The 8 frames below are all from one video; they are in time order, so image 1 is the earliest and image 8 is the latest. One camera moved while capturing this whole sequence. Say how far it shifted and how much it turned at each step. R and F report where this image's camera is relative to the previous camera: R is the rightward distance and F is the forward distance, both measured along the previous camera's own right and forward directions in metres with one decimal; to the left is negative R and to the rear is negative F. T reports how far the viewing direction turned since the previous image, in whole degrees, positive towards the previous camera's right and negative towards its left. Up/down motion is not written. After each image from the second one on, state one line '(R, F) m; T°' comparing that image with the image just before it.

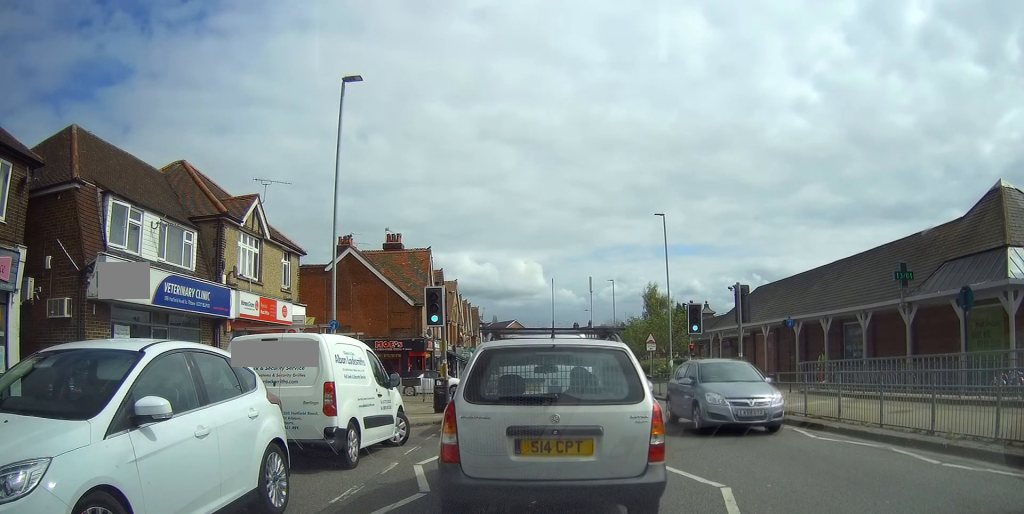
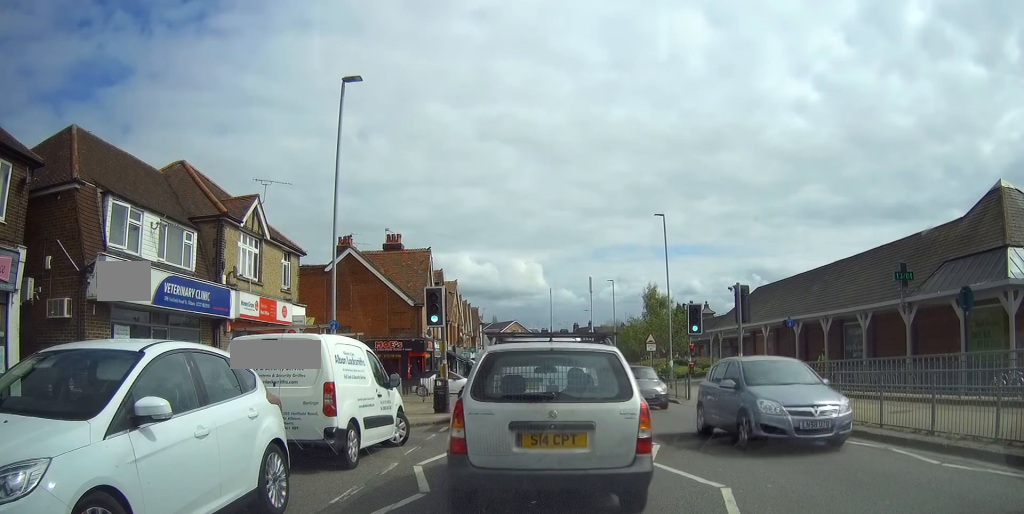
(0.0, 0.0) m; 0°
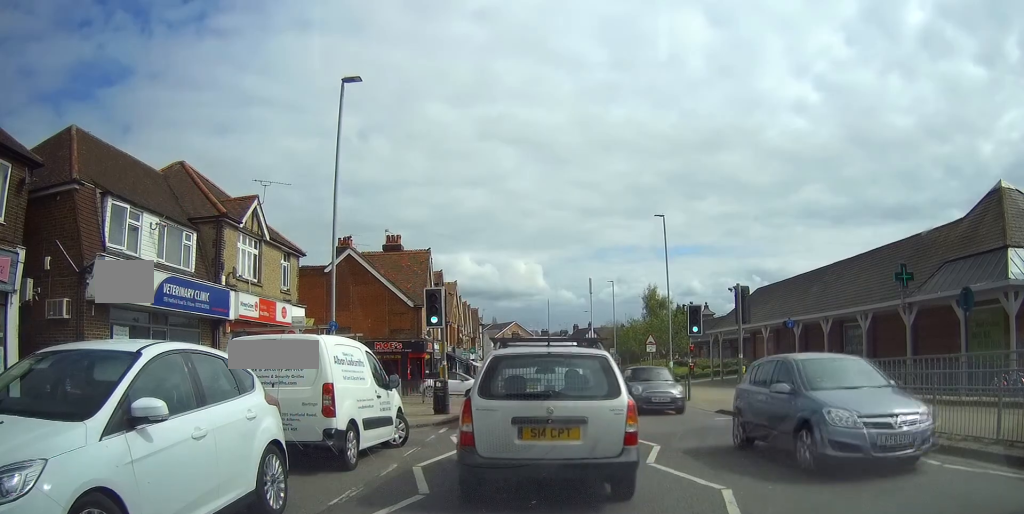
(0.0, 0.0) m; 0°
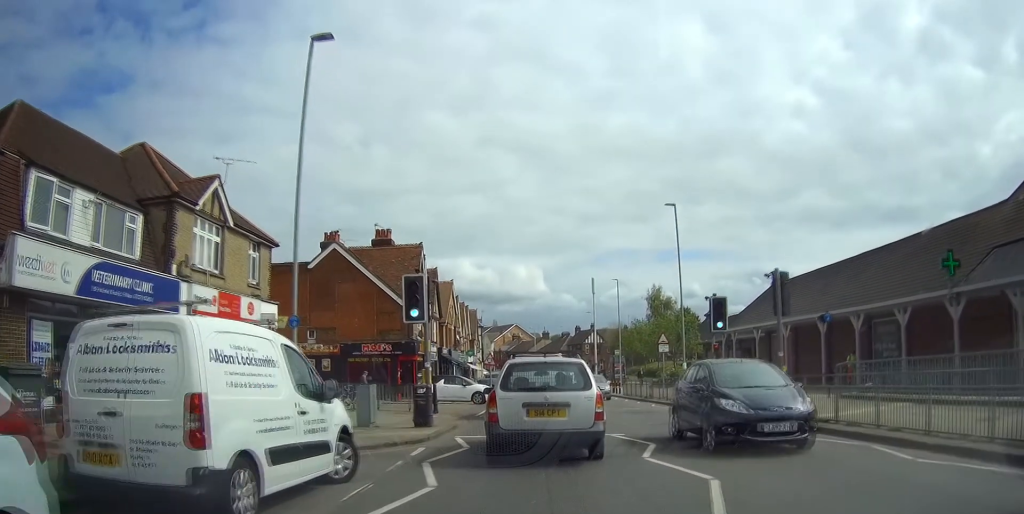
(+0.1, +1.6) m; +5°
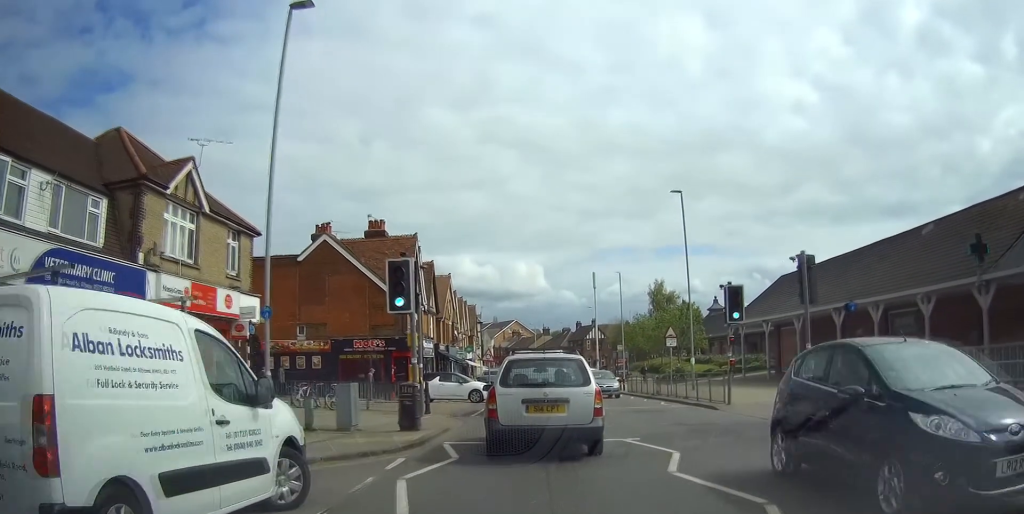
(0.0, +1.4) m; +2°
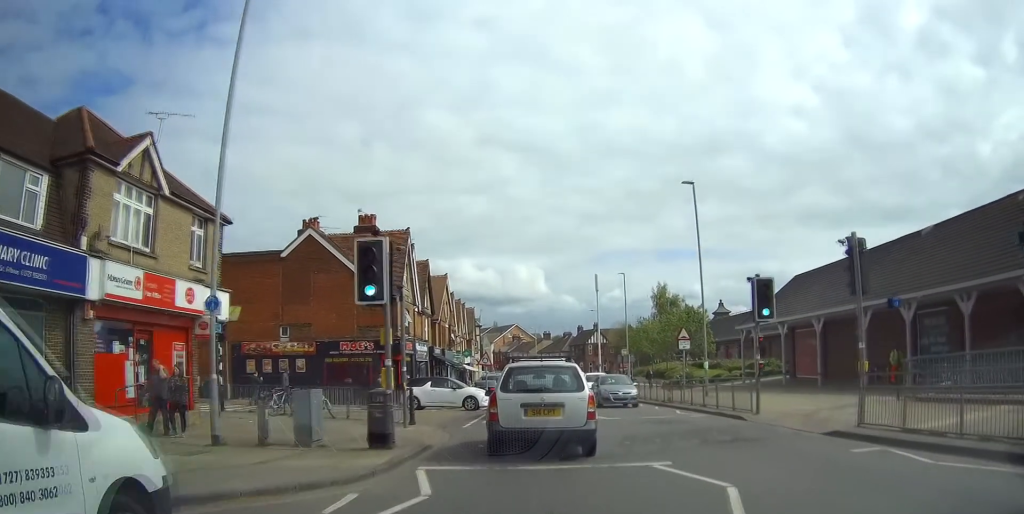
(+0.1, +2.4) m; +1°
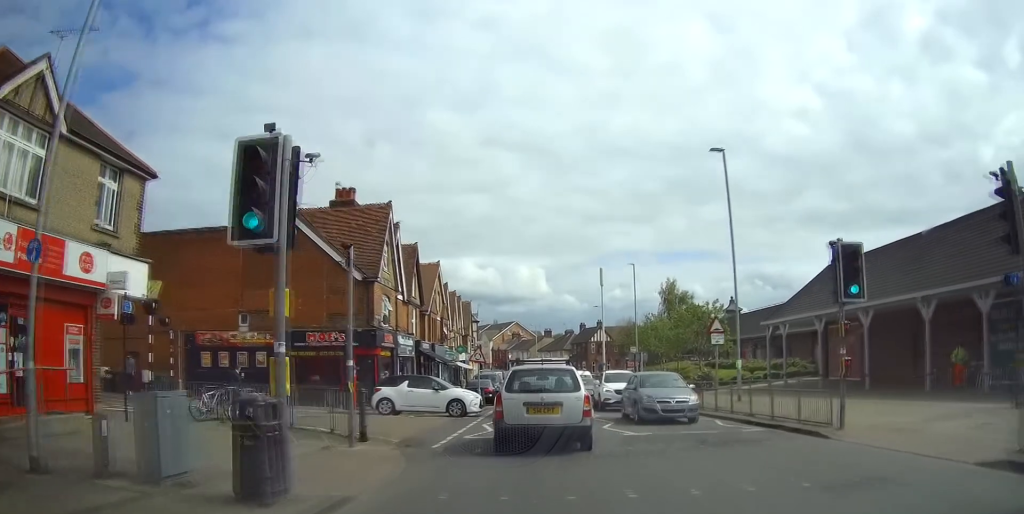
(0.0, +4.6) m; 0°
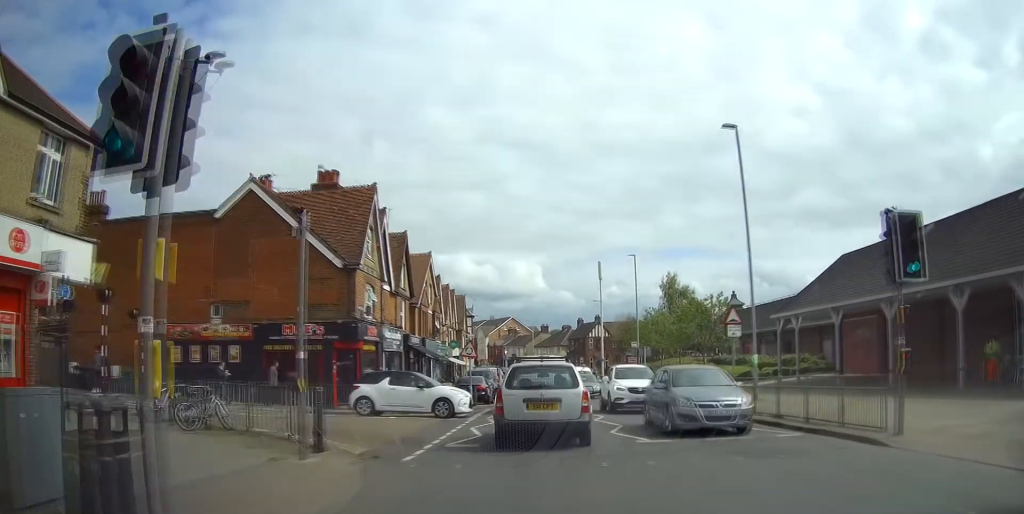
(0.0, +2.2) m; 0°
